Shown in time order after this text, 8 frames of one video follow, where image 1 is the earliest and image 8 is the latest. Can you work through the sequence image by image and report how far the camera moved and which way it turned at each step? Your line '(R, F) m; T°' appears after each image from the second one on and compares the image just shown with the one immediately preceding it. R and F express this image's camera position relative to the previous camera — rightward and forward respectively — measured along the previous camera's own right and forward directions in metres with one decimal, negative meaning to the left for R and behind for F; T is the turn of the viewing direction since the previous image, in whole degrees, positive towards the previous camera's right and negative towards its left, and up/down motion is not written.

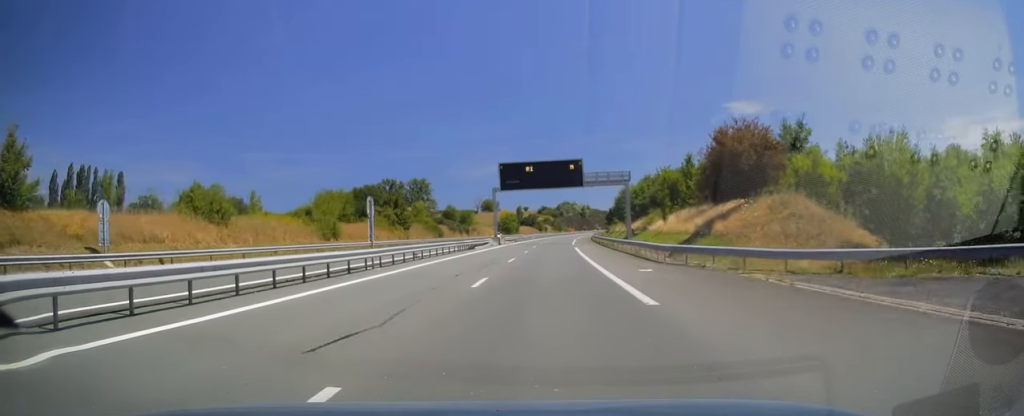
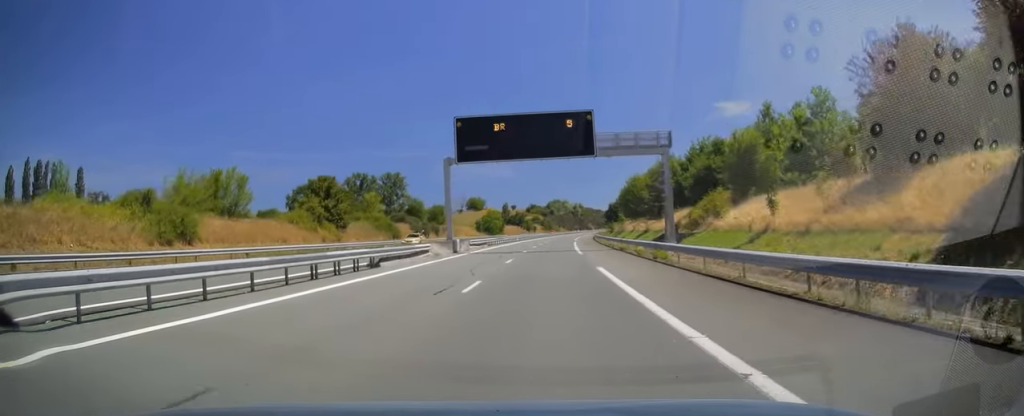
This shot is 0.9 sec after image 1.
(+0.2, +27.3) m; +1°
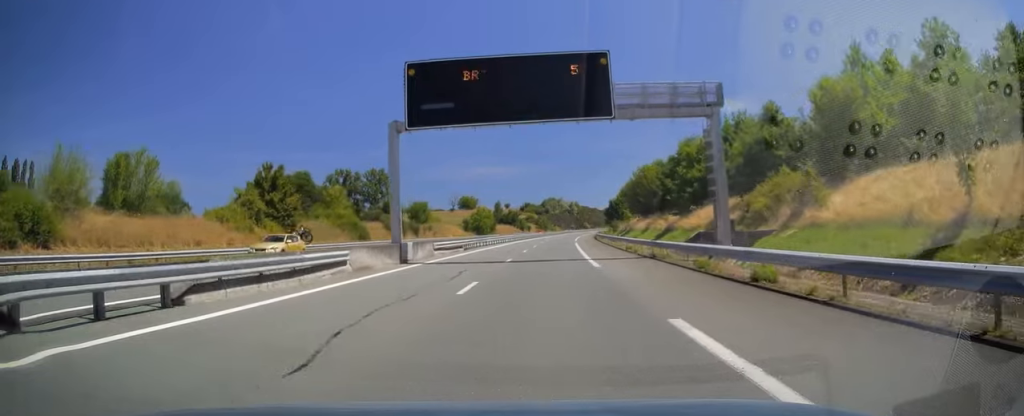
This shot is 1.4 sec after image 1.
(+0.1, +13.6) m; 0°
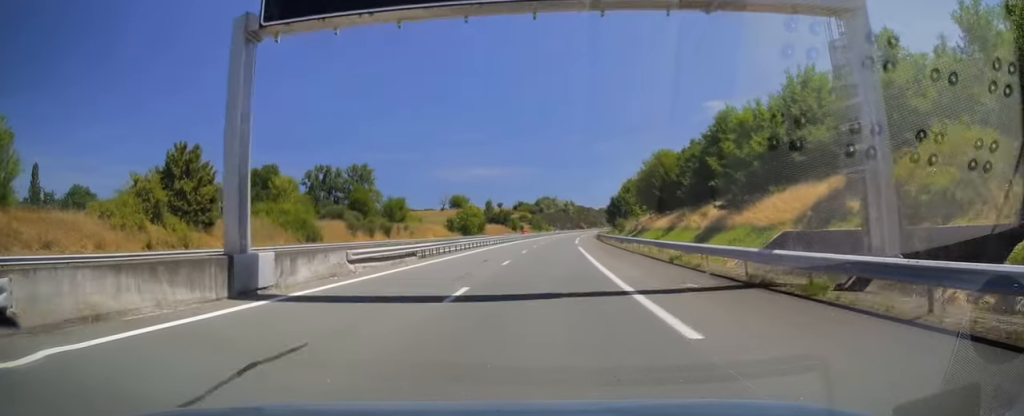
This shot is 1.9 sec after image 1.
(0.0, +14.6) m; 0°
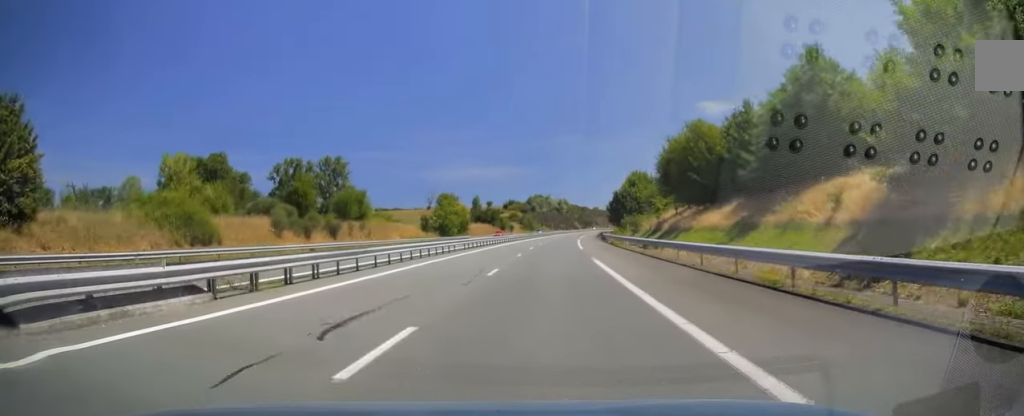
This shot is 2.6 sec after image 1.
(-0.1, +19.0) m; +1°
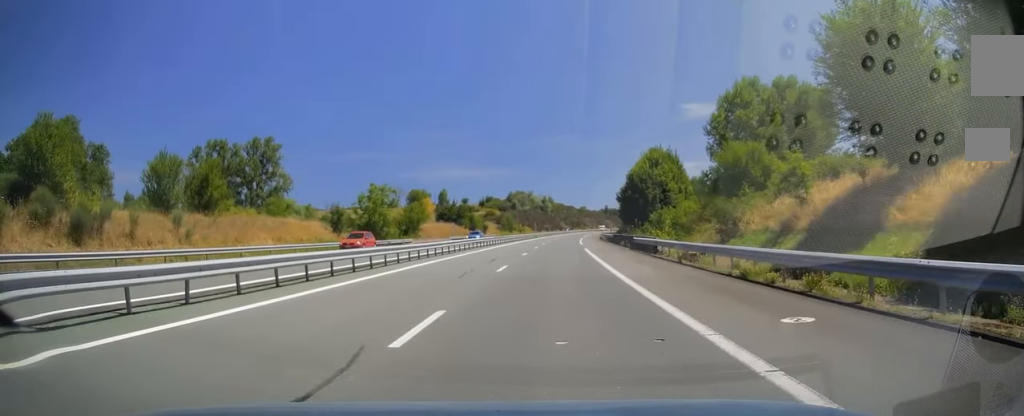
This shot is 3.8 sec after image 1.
(+0.6, +37.1) m; +2°
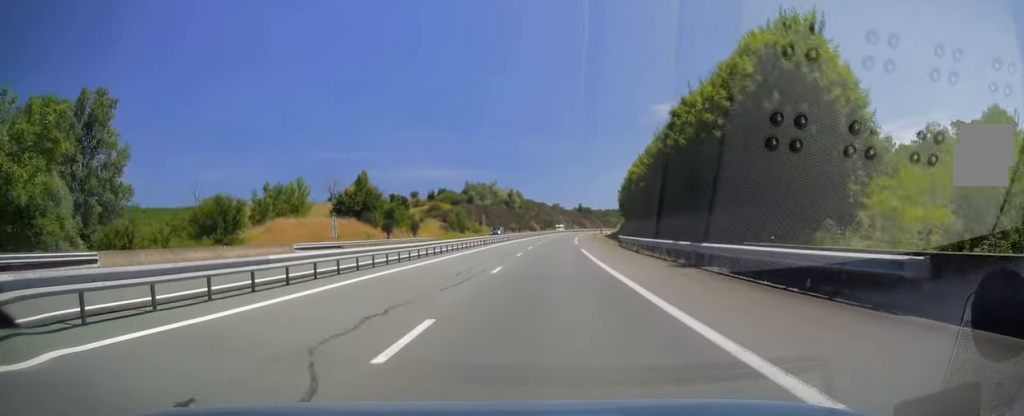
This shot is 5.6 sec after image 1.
(+1.6, +52.6) m; +3°
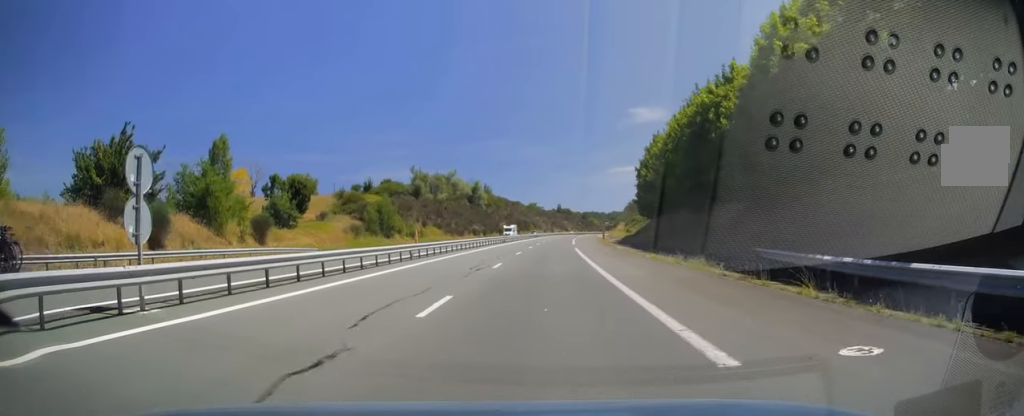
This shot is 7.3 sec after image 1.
(+0.6, +48.2) m; +1°
